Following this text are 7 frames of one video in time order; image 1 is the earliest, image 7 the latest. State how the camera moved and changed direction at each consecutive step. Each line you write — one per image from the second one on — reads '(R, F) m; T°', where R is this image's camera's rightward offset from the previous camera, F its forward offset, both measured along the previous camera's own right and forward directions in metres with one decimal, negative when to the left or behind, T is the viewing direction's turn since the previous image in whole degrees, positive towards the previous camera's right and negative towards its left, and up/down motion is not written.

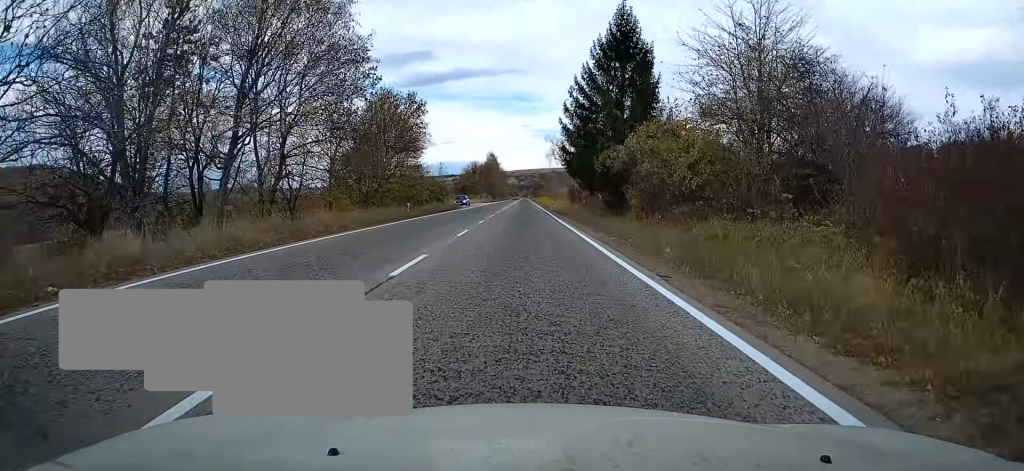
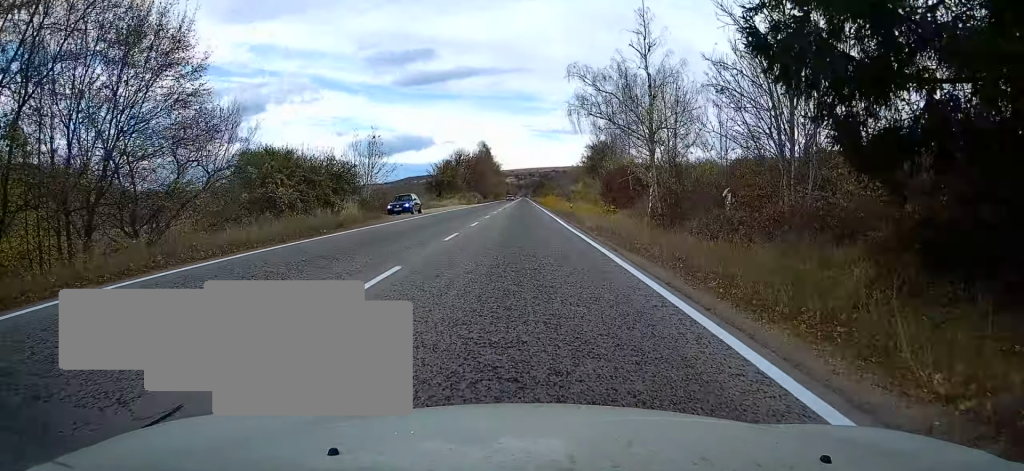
(-0.5, +38.8) m; 0°
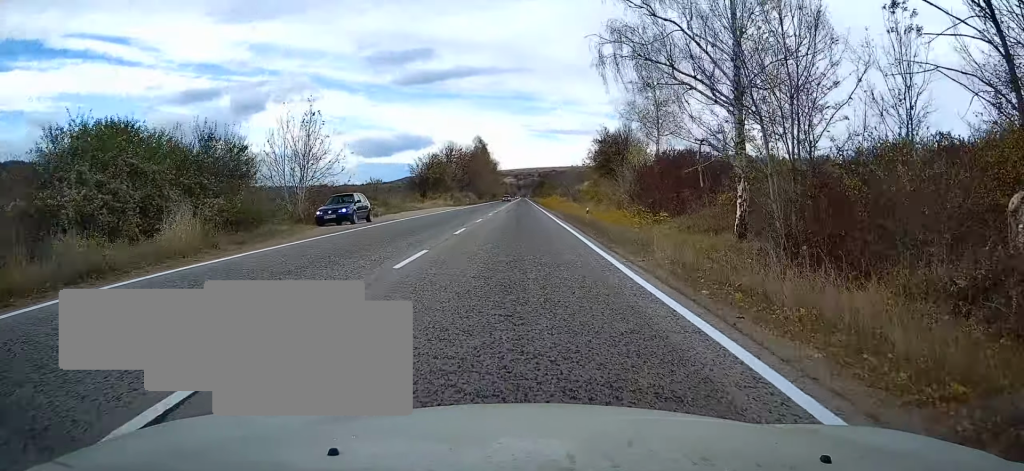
(0.0, +14.4) m; 0°
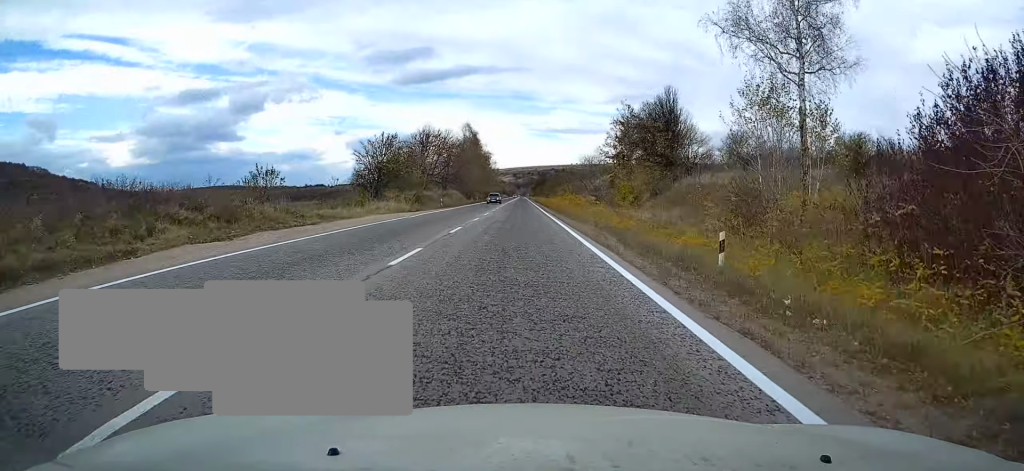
(+0.2, +27.2) m; 0°
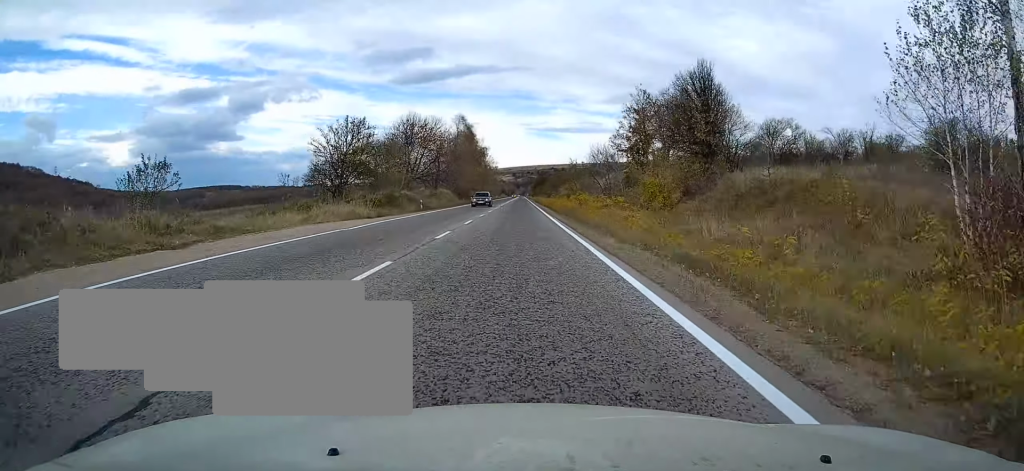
(-0.1, +11.9) m; 0°
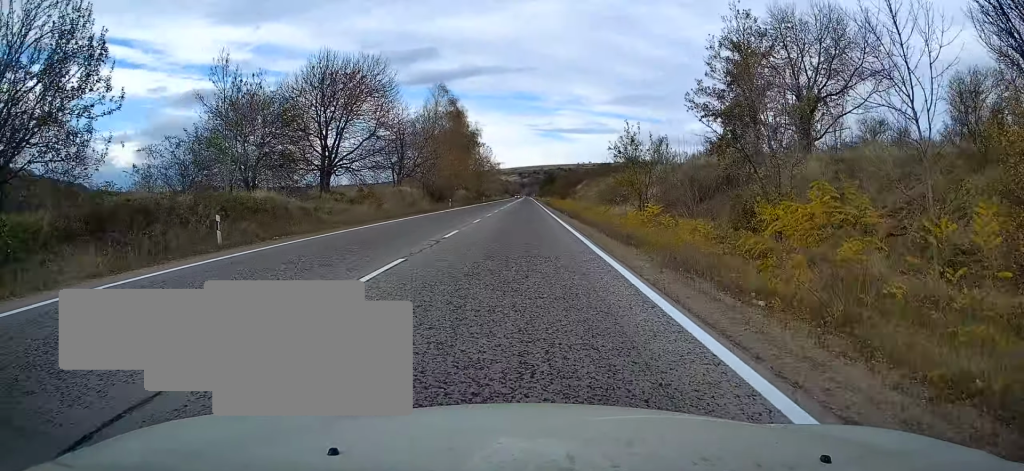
(0.0, +35.0) m; 0°
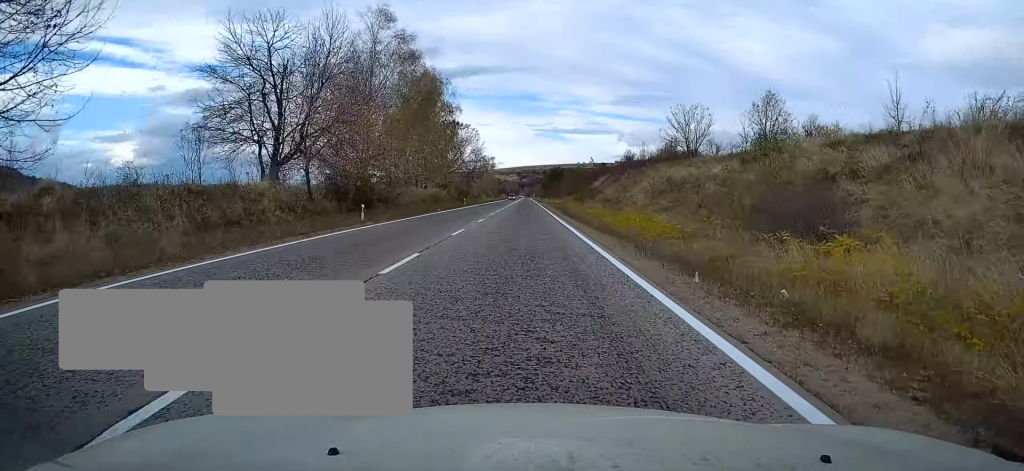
(0.0, +35.2) m; 0°
